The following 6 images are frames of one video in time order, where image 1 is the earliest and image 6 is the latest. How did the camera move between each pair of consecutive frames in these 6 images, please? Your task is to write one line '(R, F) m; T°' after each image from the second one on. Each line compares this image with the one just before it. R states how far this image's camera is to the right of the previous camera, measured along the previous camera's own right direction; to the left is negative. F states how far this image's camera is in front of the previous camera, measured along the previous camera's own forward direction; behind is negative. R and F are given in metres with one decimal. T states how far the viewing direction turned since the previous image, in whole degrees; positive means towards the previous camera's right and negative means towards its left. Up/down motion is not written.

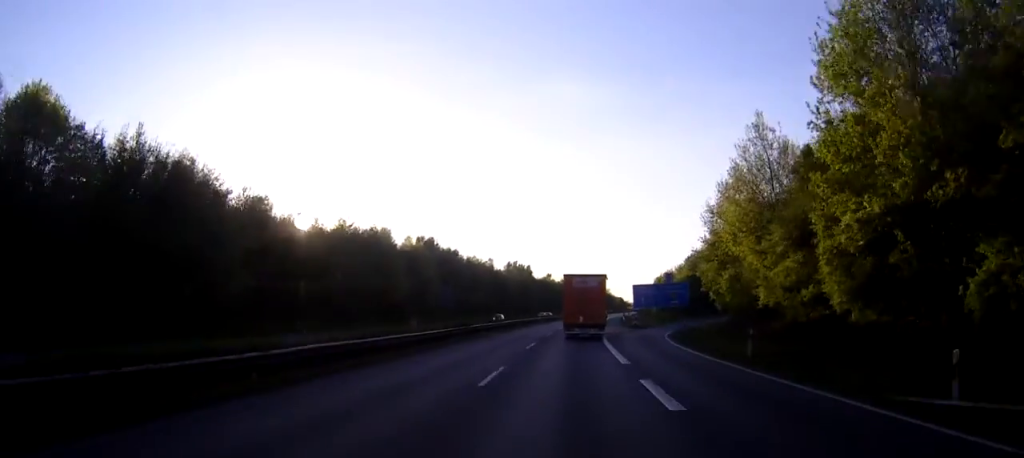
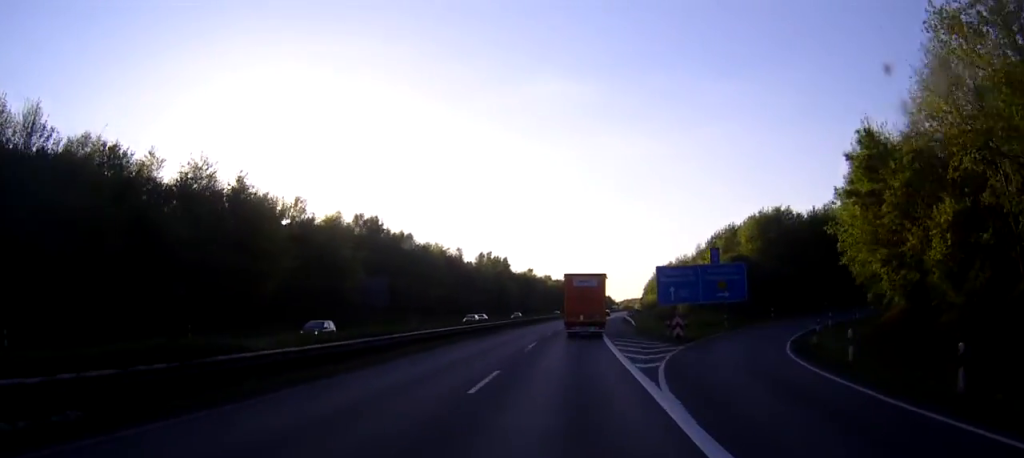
(+0.8, +38.1) m; +2°
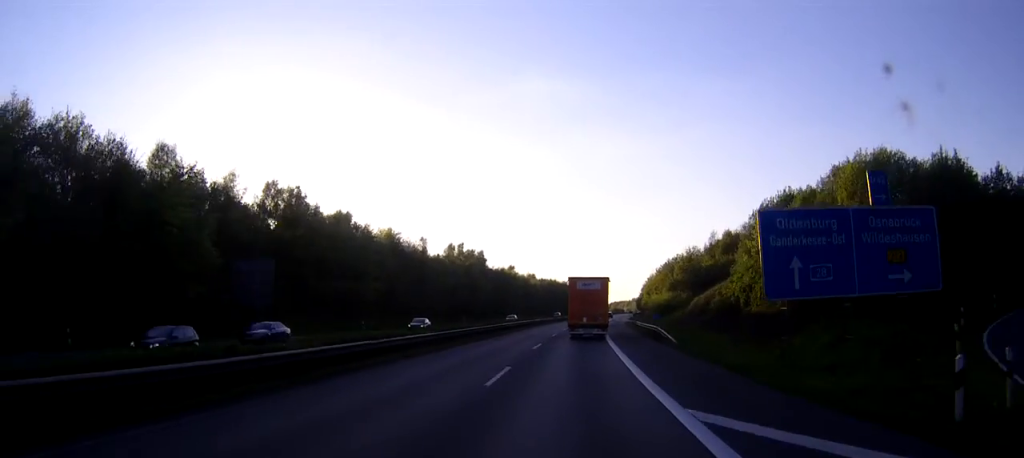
(+0.3, +33.7) m; +1°
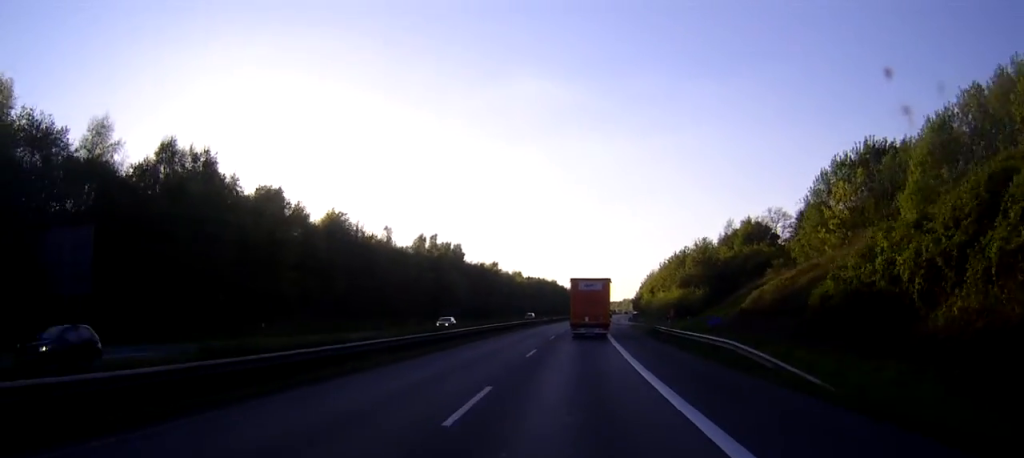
(+0.2, +24.5) m; +1°
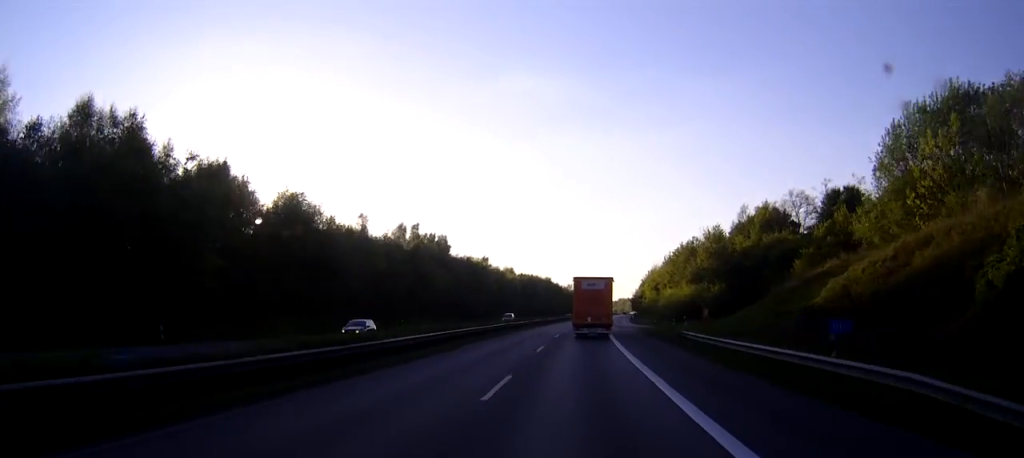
(0.0, +14.3) m; 0°
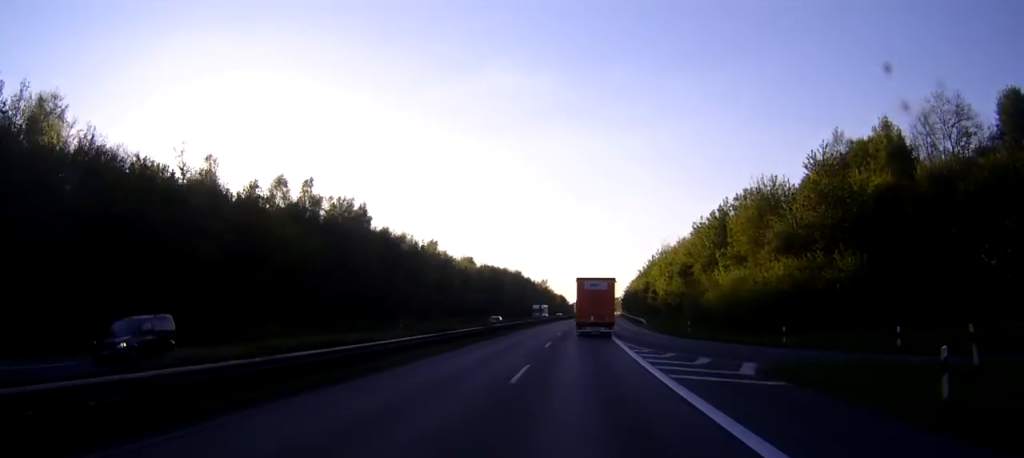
(+0.7, +50.7) m; +2°
